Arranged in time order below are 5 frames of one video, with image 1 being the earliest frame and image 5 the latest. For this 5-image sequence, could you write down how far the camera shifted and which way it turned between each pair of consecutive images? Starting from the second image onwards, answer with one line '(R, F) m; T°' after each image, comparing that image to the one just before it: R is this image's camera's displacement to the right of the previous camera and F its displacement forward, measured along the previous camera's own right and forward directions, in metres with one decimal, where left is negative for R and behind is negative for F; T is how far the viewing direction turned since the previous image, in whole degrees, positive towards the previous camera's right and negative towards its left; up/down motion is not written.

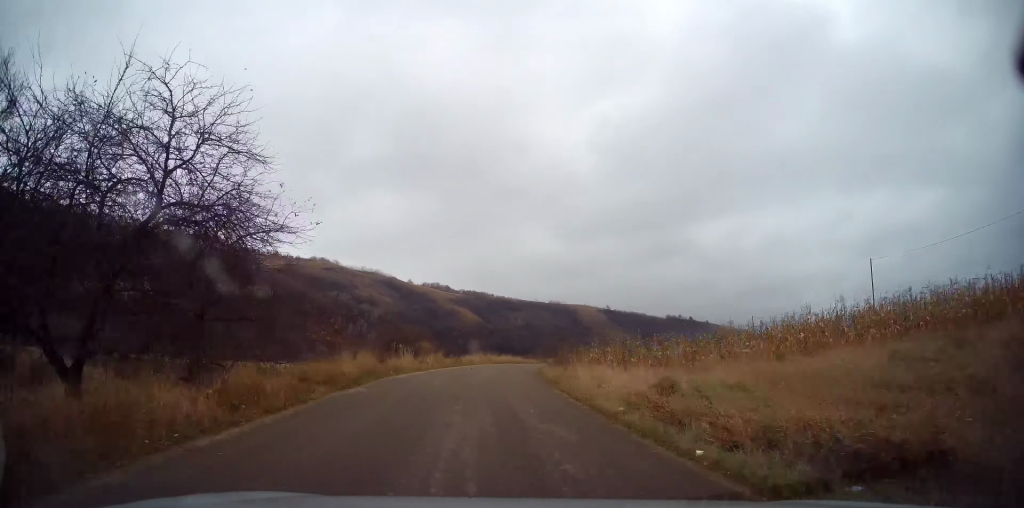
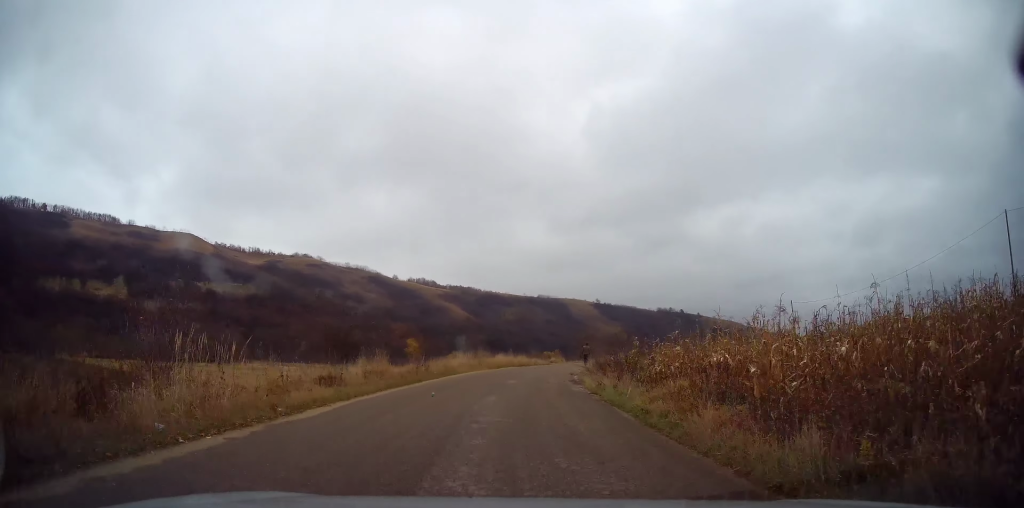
(-0.2, +18.9) m; +2°
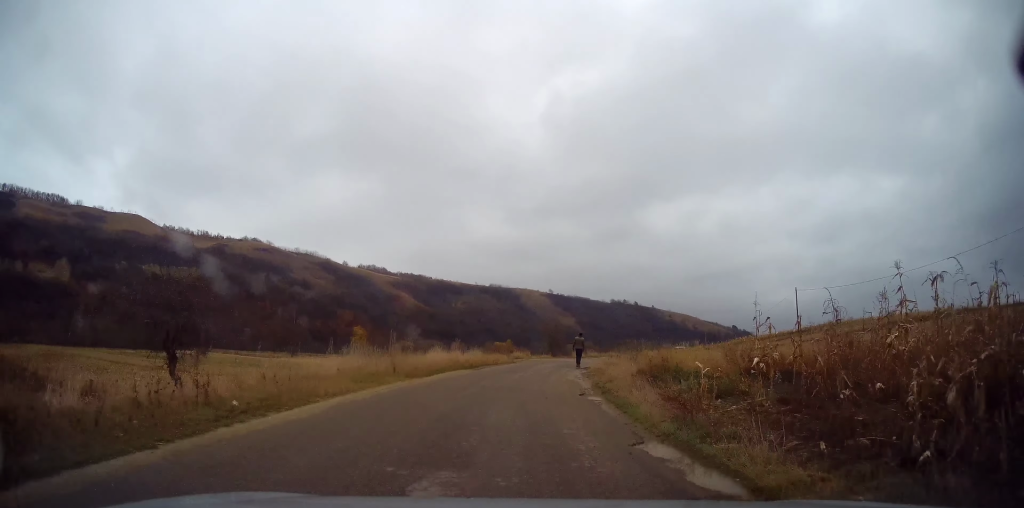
(+0.5, +15.2) m; +4°
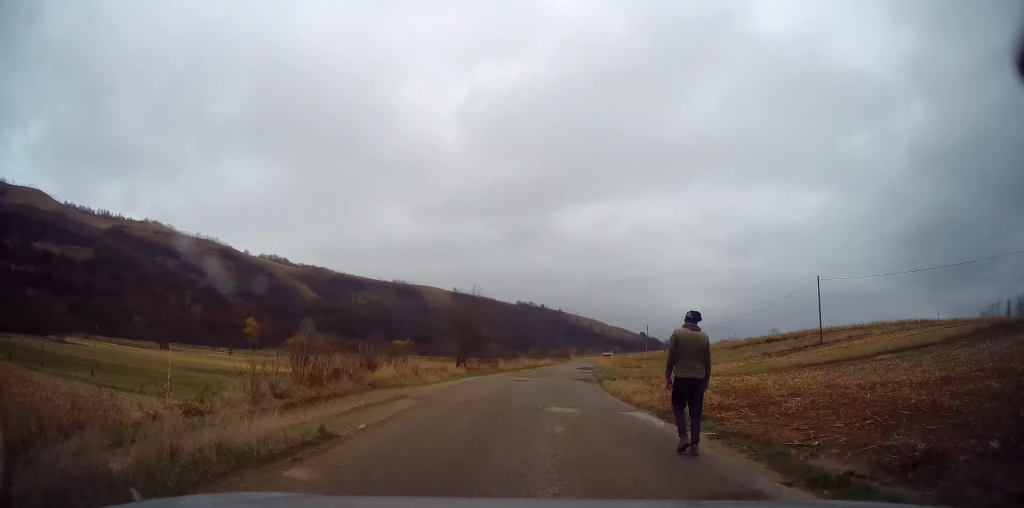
(+2.5, +26.9) m; +12°
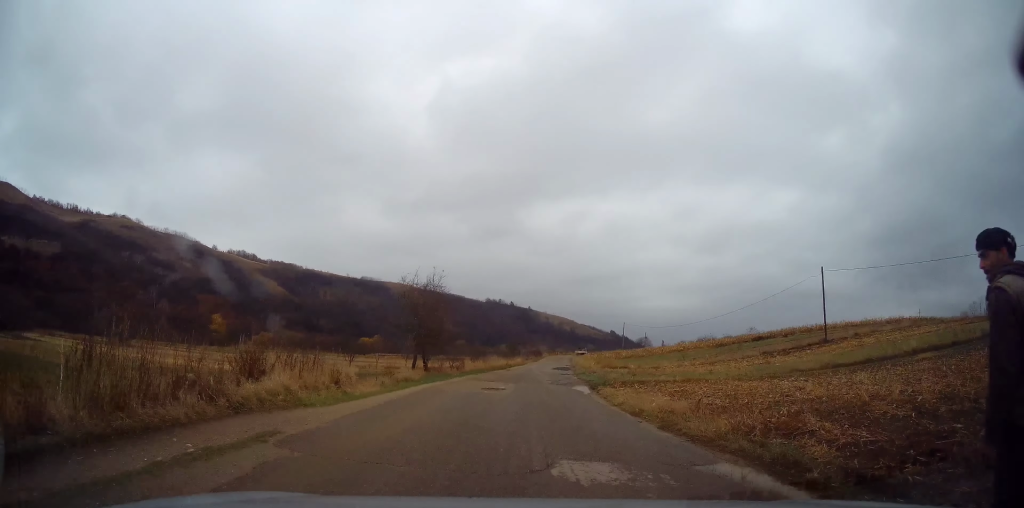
(+0.2, +5.9) m; +2°
